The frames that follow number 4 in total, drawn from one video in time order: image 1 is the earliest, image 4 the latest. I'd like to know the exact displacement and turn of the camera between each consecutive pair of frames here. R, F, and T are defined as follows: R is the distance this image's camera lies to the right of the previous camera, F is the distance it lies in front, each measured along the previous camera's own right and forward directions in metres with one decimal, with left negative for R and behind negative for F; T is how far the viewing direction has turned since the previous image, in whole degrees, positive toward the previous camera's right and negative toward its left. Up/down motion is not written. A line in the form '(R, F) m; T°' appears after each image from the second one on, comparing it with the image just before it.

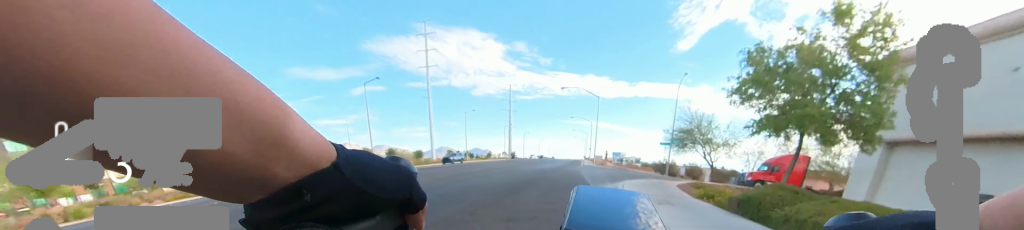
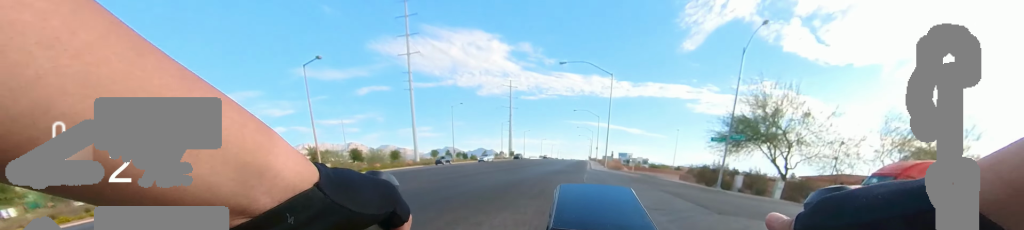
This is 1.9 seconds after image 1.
(+0.9, +11.2) m; +5°
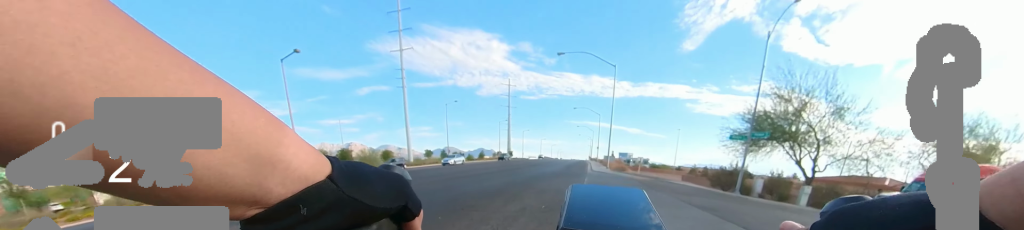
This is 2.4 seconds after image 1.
(0.0, +2.7) m; 0°
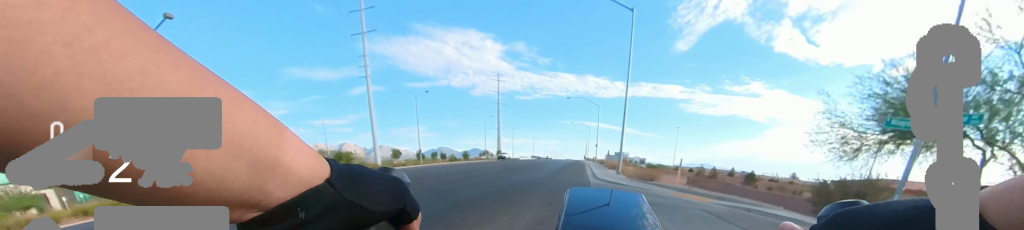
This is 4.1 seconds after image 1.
(0.0, +9.7) m; 0°
